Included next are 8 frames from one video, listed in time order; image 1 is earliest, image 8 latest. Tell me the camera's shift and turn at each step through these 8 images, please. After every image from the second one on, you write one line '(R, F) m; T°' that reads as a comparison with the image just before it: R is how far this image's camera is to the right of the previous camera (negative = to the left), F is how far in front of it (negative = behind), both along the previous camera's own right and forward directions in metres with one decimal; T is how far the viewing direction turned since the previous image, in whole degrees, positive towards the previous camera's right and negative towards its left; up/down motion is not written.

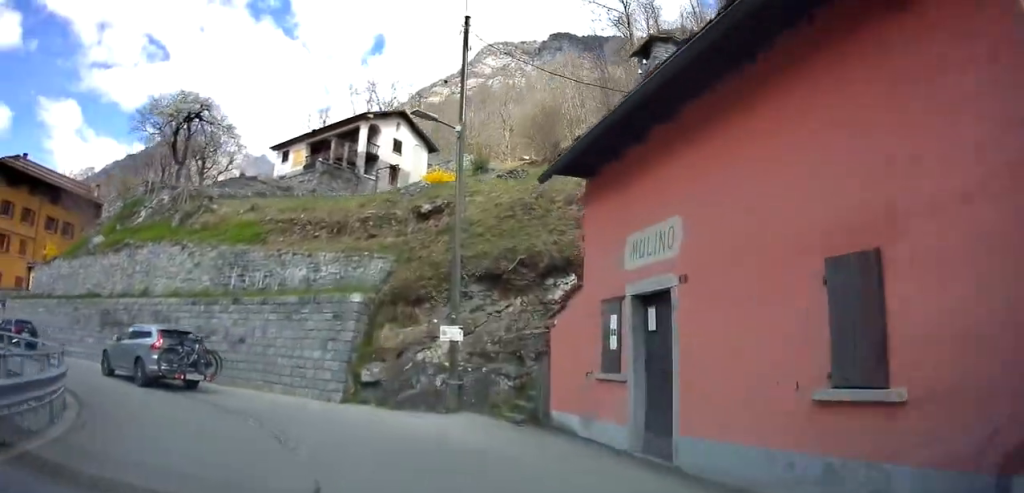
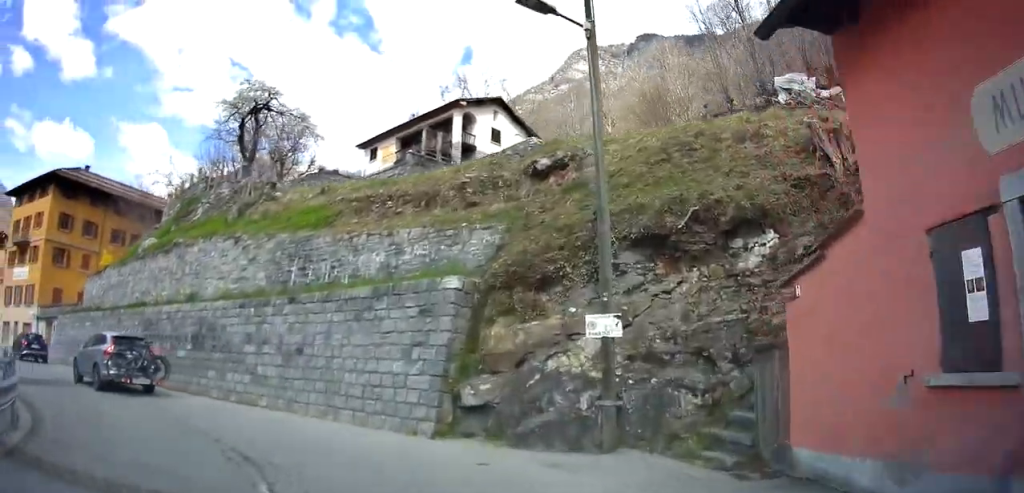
(-1.5, +4.3) m; -26°
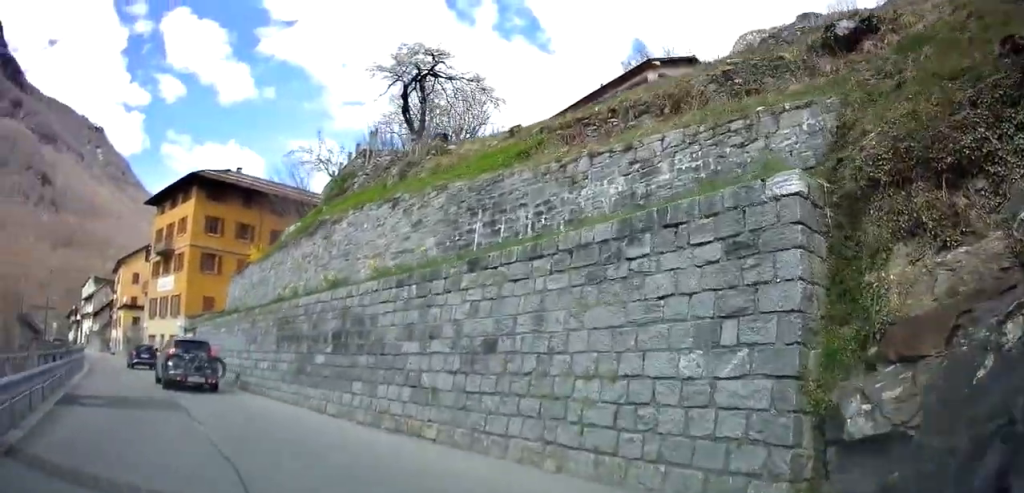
(-1.6, +5.0) m; -19°
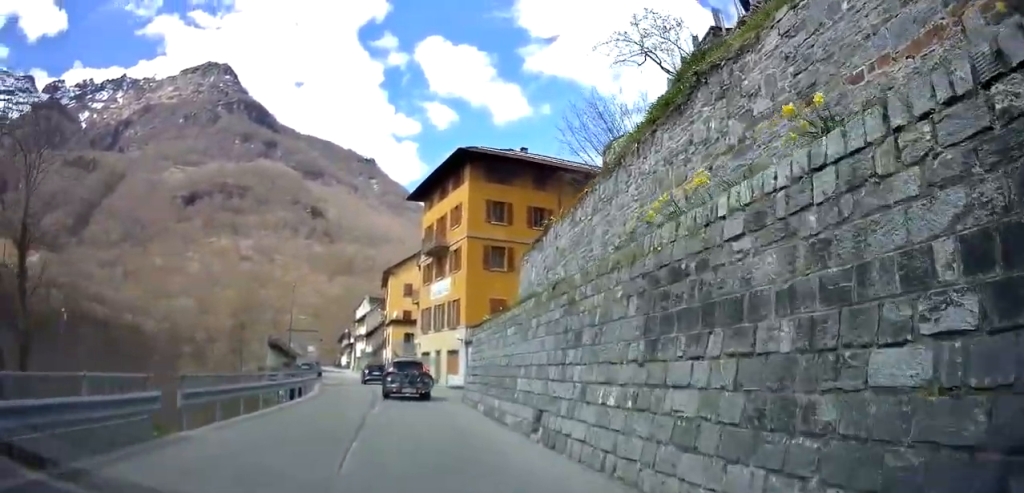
(-0.6, +10.4) m; -1°
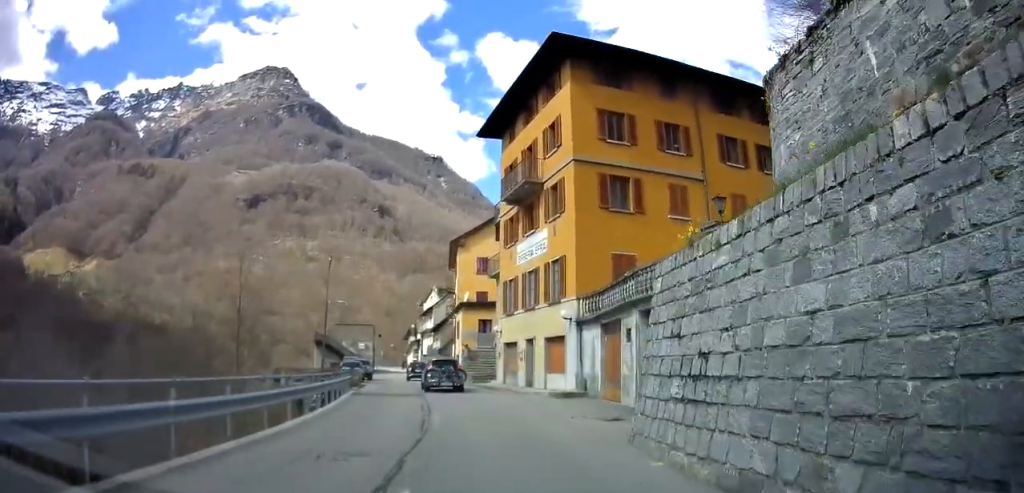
(-0.3, +12.1) m; -3°
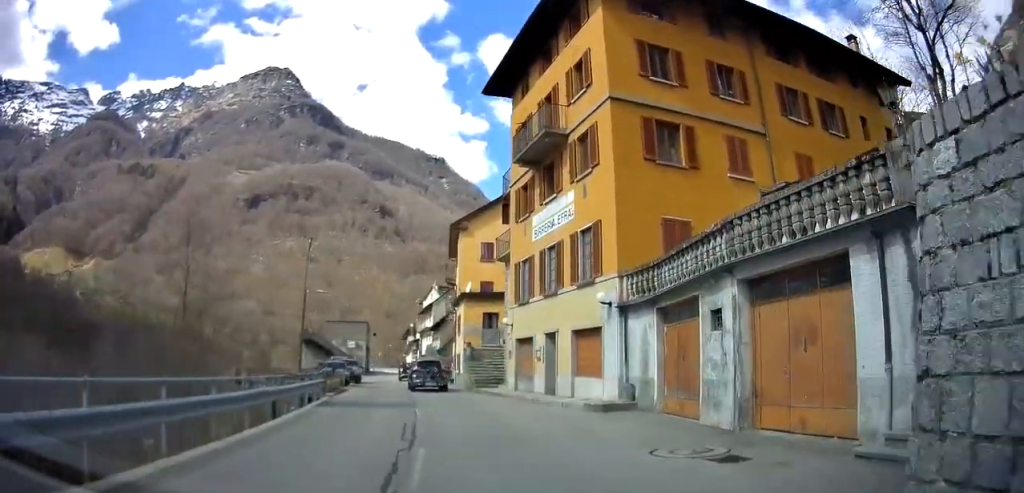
(-0.1, +5.8) m; -1°
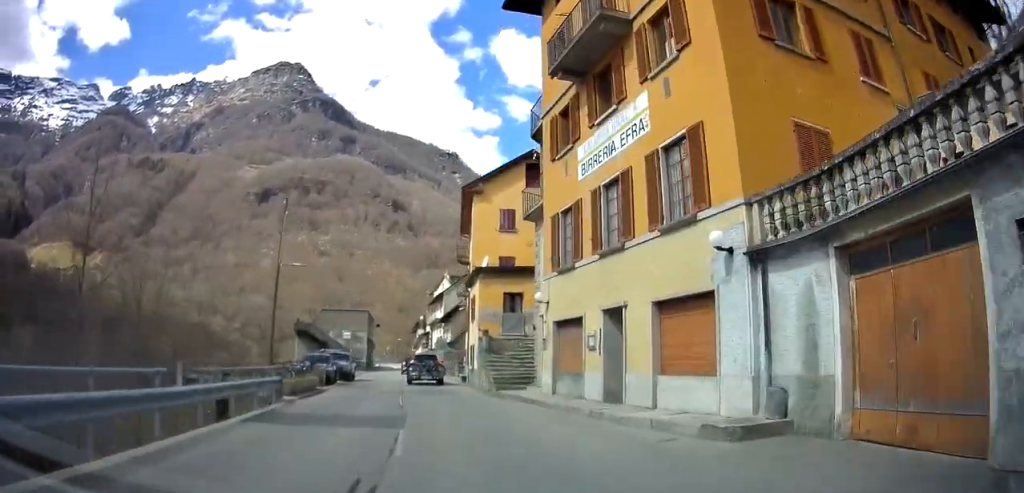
(-0.1, +6.6) m; -1°
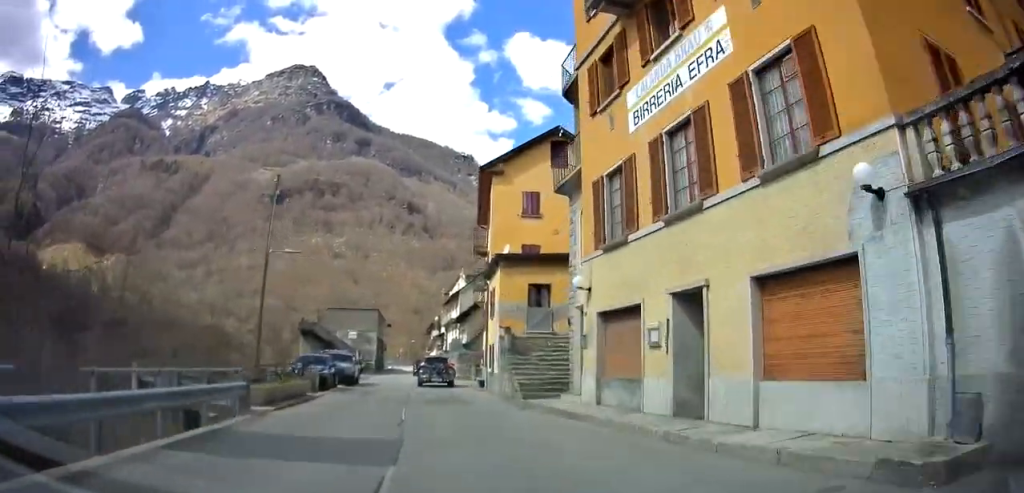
(0.0, +3.8) m; -1°
